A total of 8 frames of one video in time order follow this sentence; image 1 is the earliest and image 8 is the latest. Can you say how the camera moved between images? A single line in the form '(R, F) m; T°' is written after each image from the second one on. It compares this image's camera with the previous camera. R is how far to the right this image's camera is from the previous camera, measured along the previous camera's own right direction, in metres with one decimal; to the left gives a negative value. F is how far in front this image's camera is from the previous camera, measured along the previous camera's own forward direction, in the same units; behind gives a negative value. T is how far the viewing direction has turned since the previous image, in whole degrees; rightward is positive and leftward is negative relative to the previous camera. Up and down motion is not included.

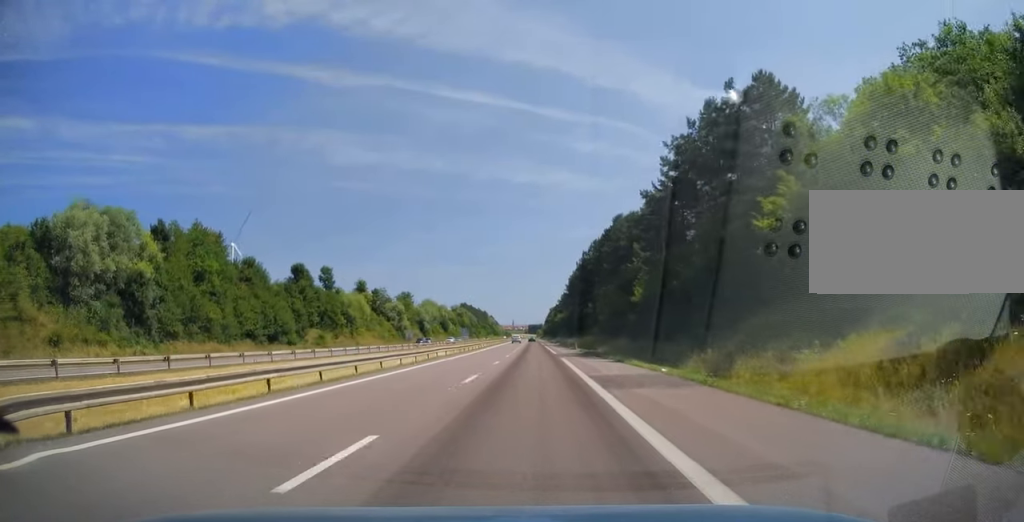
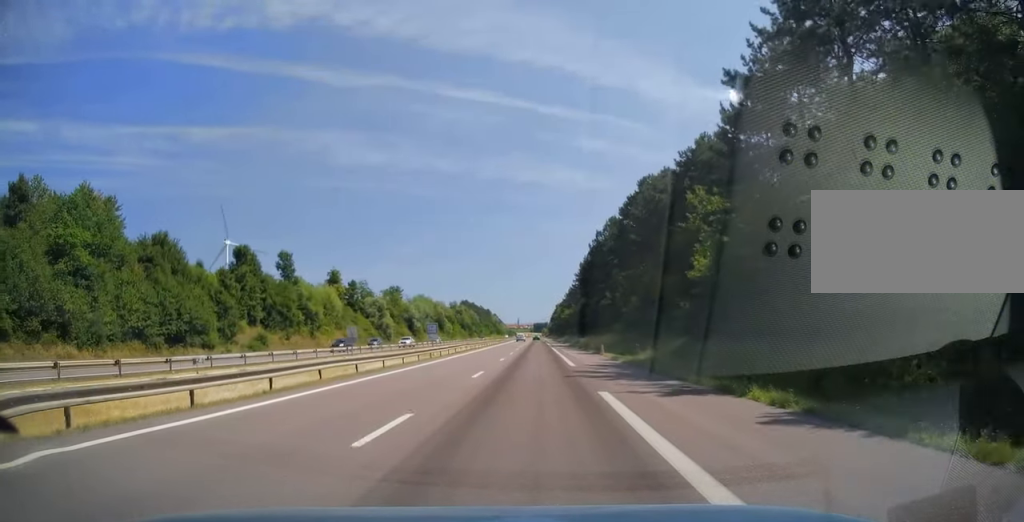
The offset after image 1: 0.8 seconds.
(0.0, +23.9) m; 0°
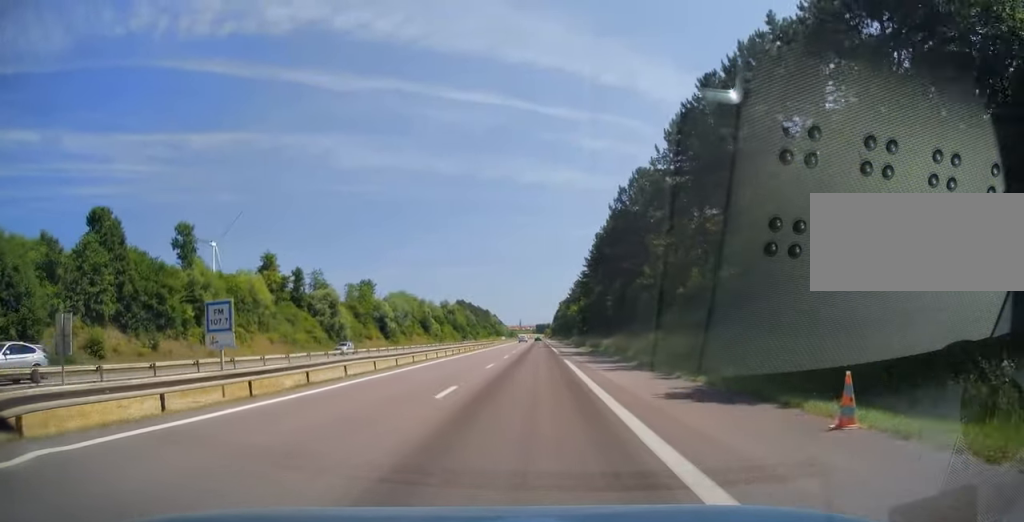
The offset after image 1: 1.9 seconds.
(-0.1, +33.1) m; -1°
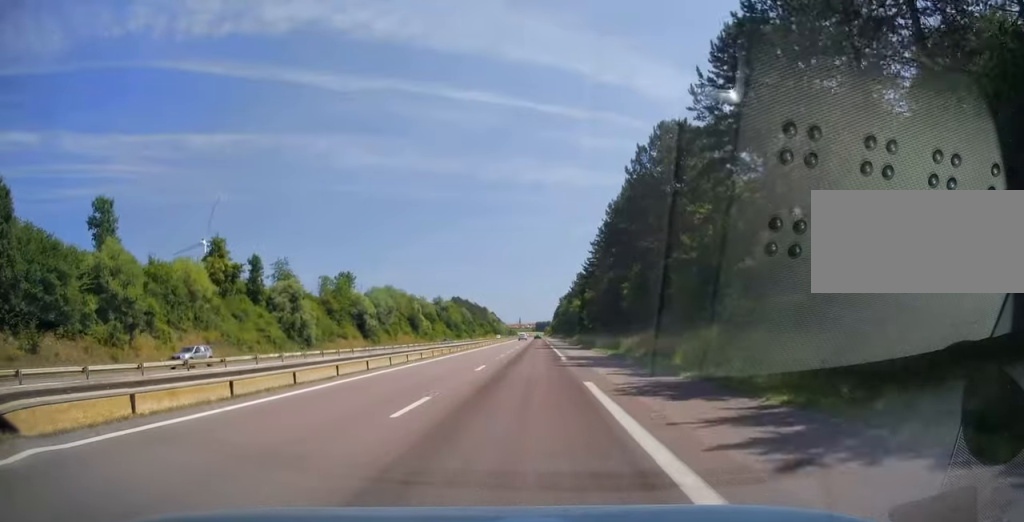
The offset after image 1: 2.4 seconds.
(-0.2, +16.8) m; 0°
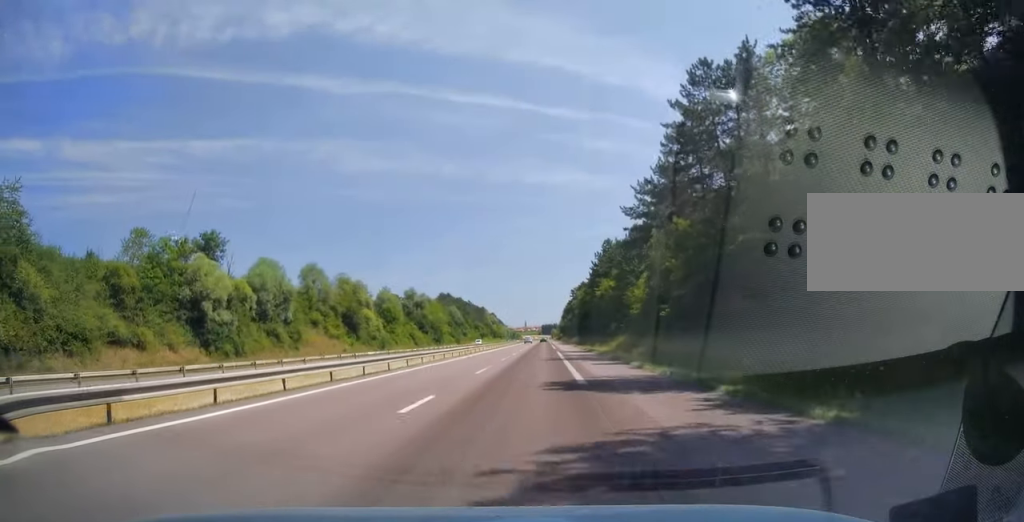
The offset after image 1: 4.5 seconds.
(-0.1, +64.7) m; 0°
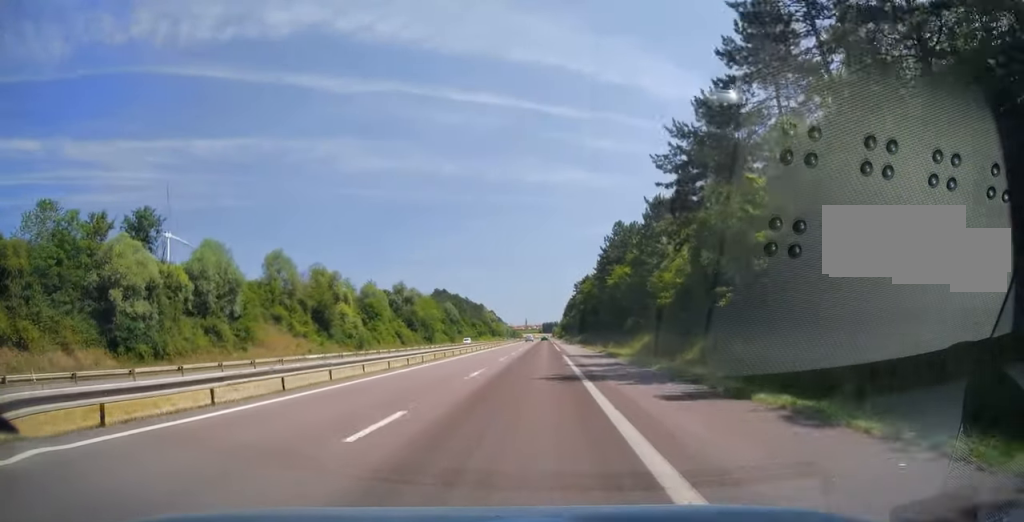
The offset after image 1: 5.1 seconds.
(0.0, +16.2) m; 0°
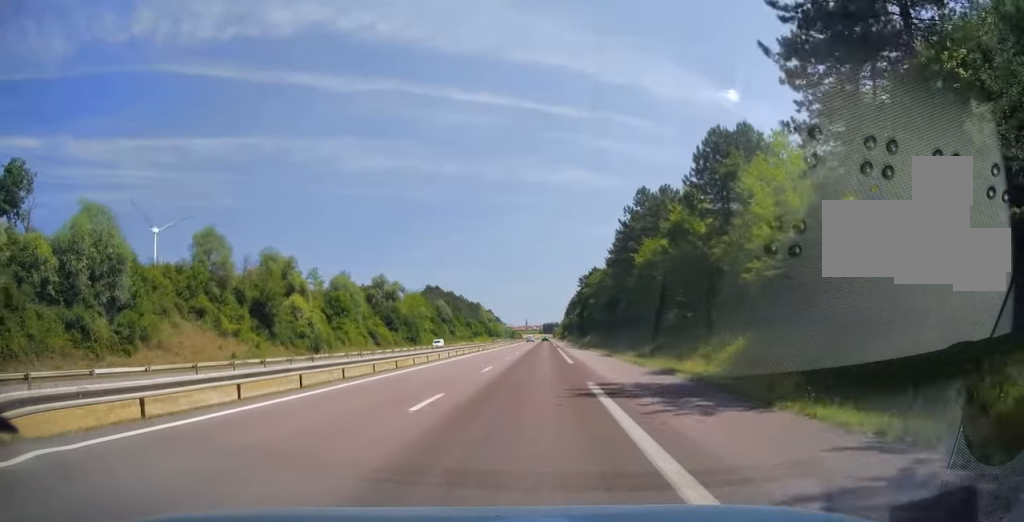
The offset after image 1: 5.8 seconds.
(+0.2, +22.8) m; 0°
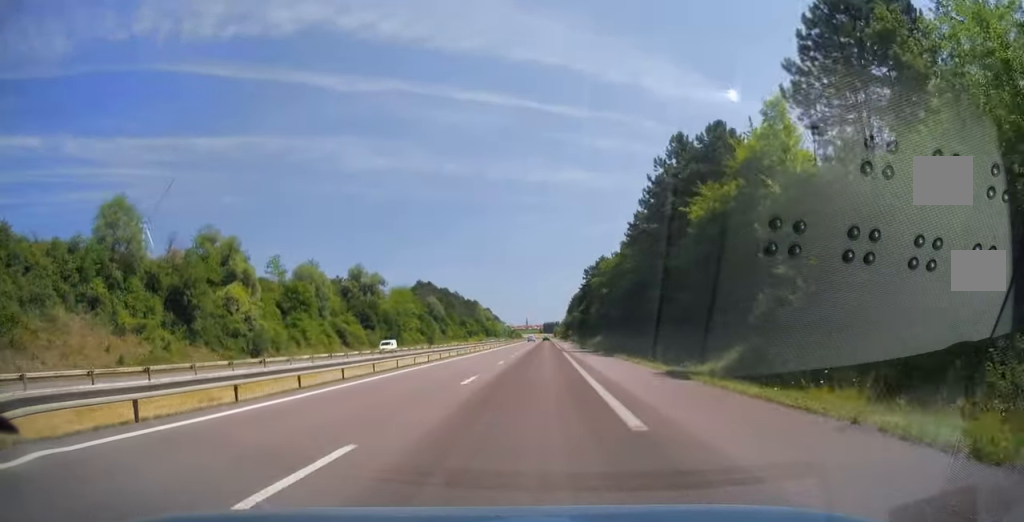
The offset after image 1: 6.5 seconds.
(-0.2, +20.2) m; -1°
